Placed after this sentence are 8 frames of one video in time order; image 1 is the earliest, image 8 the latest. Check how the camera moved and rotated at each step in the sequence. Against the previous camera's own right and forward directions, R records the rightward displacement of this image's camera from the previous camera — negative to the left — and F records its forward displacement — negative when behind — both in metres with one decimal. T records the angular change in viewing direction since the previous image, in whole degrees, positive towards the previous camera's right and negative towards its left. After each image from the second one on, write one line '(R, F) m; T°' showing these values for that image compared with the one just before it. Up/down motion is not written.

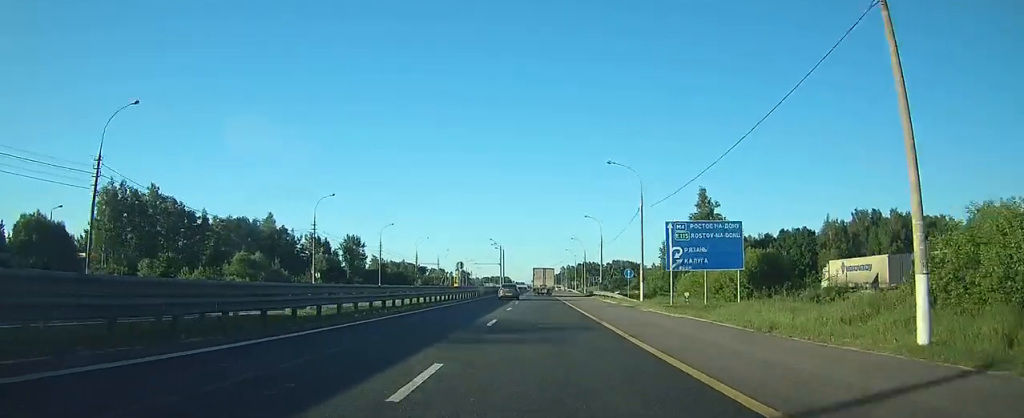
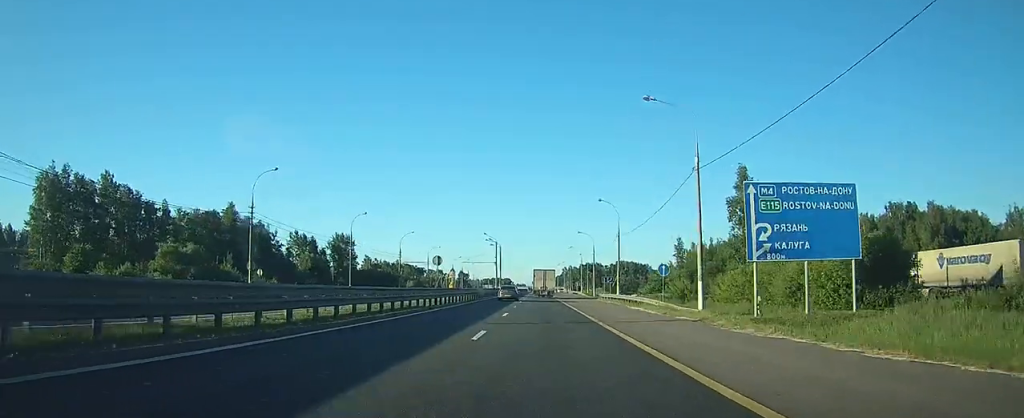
(0.0, +16.4) m; 0°
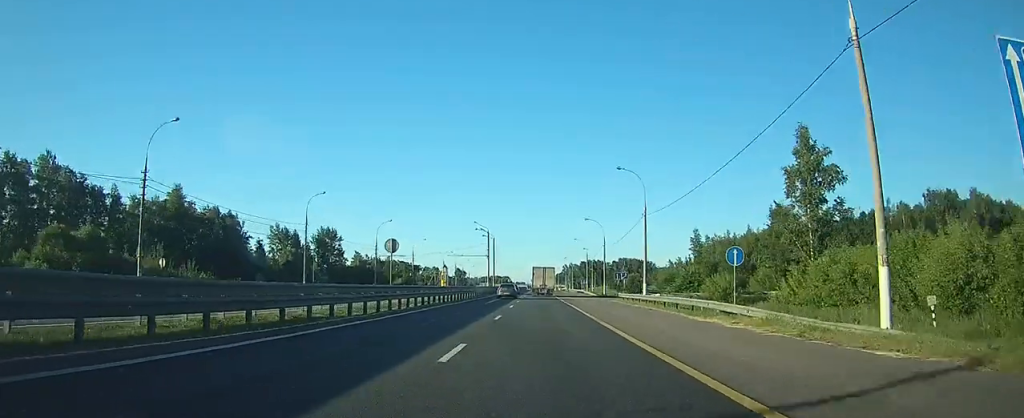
(0.0, +16.5) m; 0°
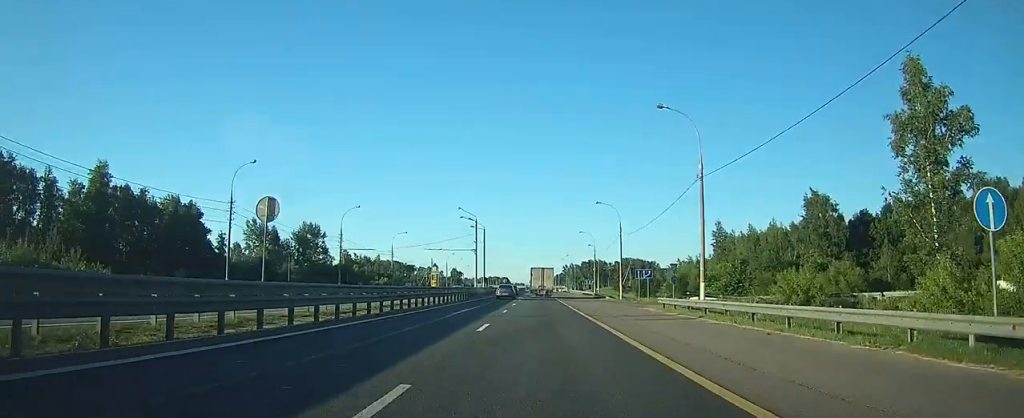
(0.0, +17.3) m; 0°
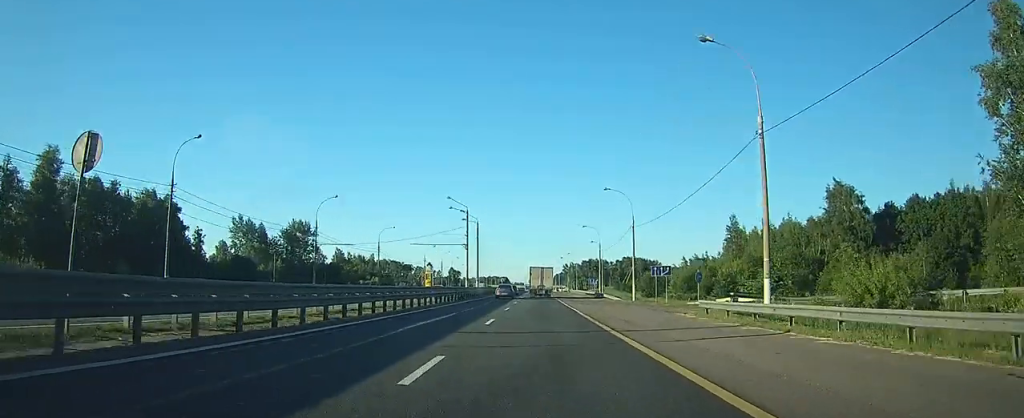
(0.0, +9.0) m; 0°
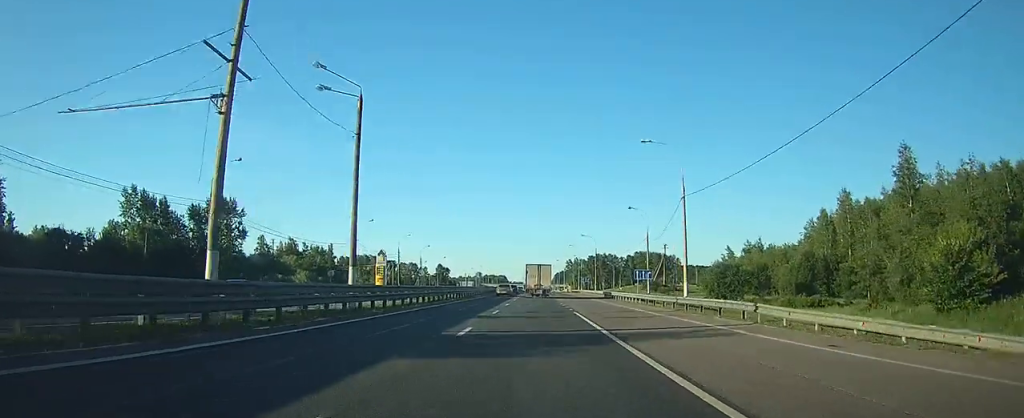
(-0.5, +52.9) m; -1°
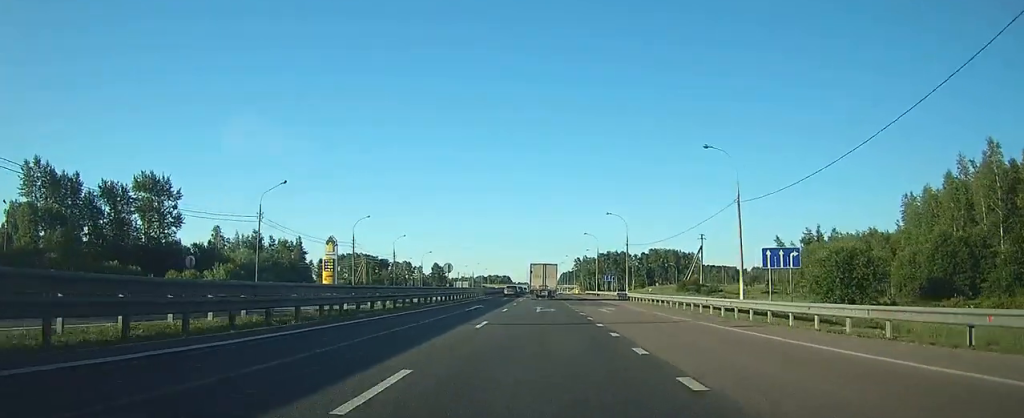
(0.0, +32.7) m; 0°
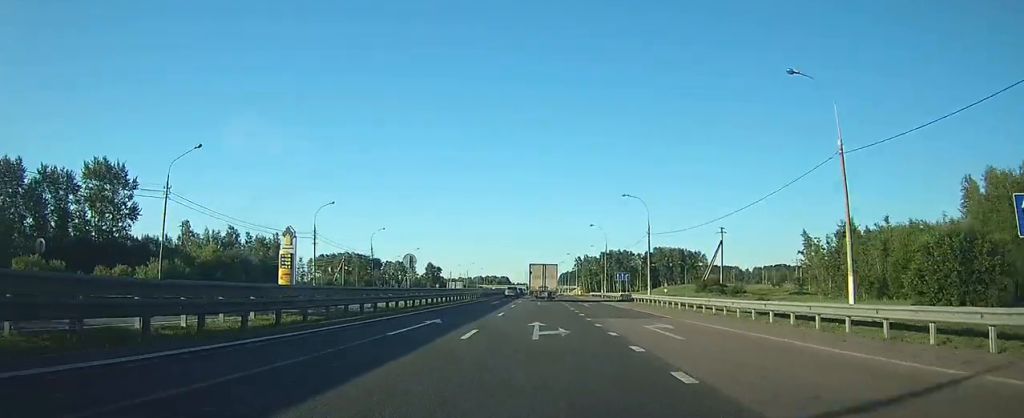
(0.0, +15.3) m; 0°
